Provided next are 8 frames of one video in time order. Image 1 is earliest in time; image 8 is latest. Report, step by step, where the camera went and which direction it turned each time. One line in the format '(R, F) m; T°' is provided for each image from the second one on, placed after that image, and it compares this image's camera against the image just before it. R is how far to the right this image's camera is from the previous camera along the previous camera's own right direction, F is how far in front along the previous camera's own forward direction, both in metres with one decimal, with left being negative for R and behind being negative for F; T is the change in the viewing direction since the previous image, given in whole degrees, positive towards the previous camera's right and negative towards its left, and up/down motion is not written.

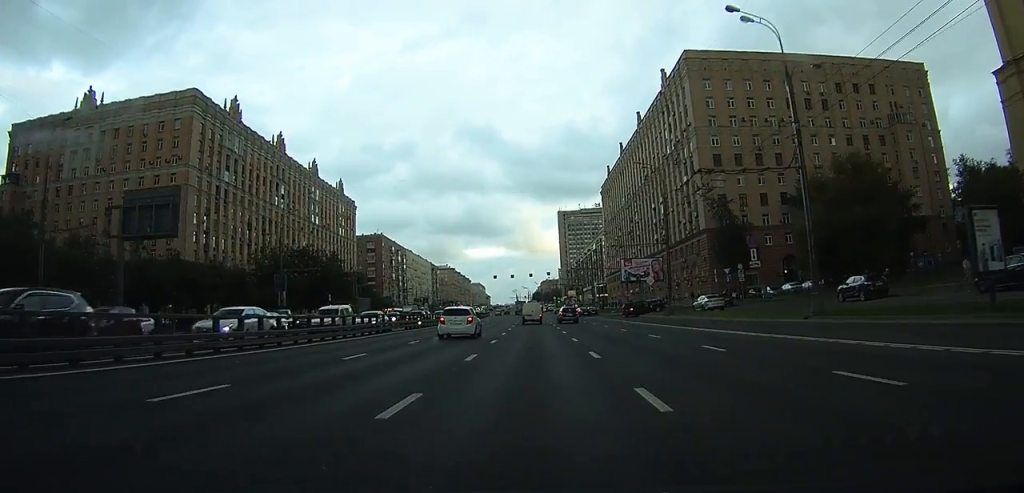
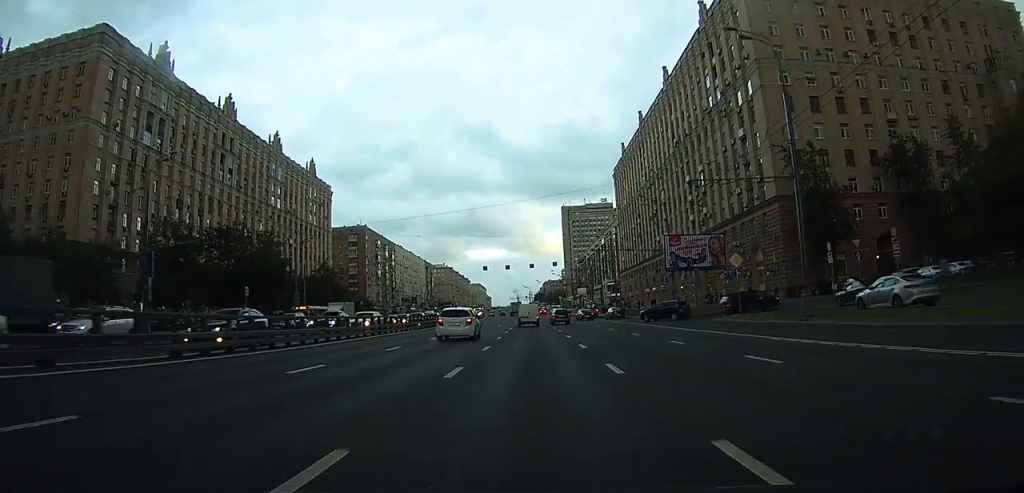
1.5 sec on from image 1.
(-0.1, +27.7) m; 0°
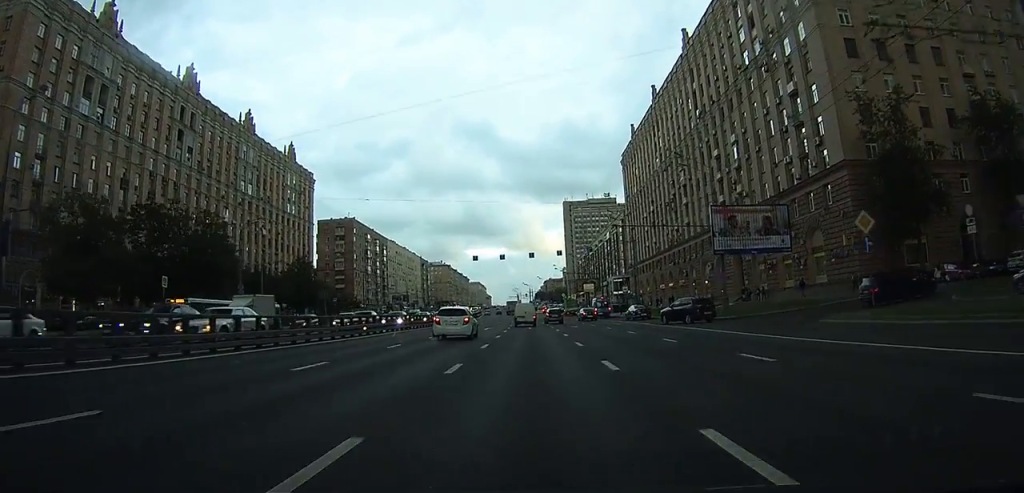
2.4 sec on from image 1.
(0.0, +15.6) m; 0°
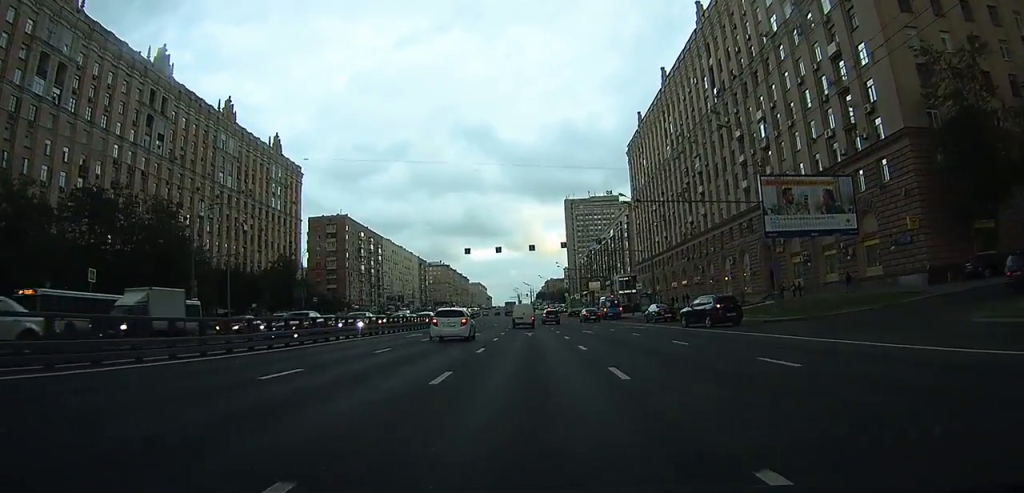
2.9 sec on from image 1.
(0.0, +9.6) m; 0°
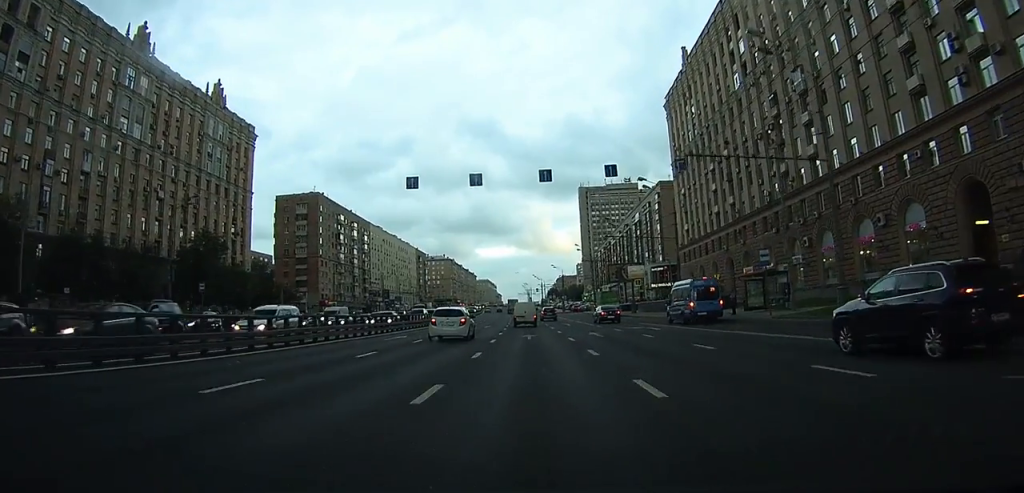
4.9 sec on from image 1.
(-0.1, +34.6) m; 0°
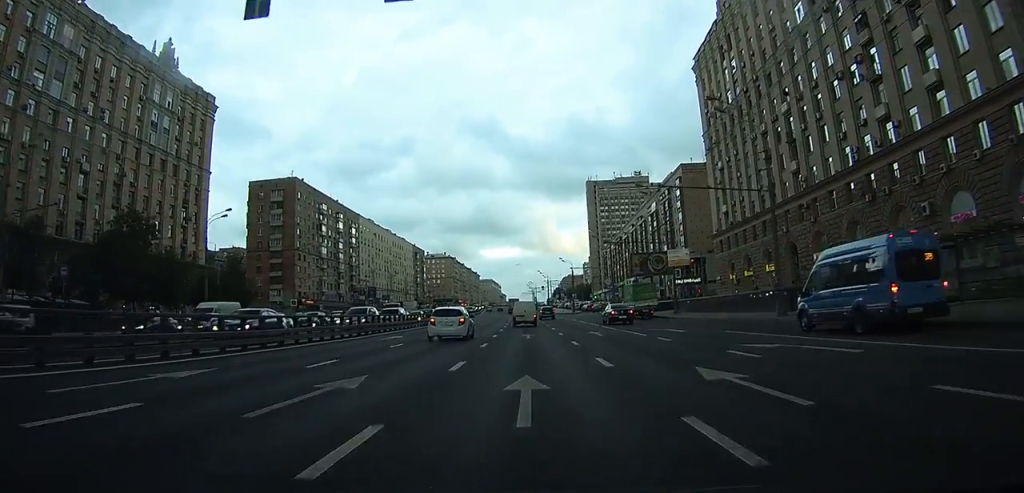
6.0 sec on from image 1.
(0.0, +19.7) m; -1°
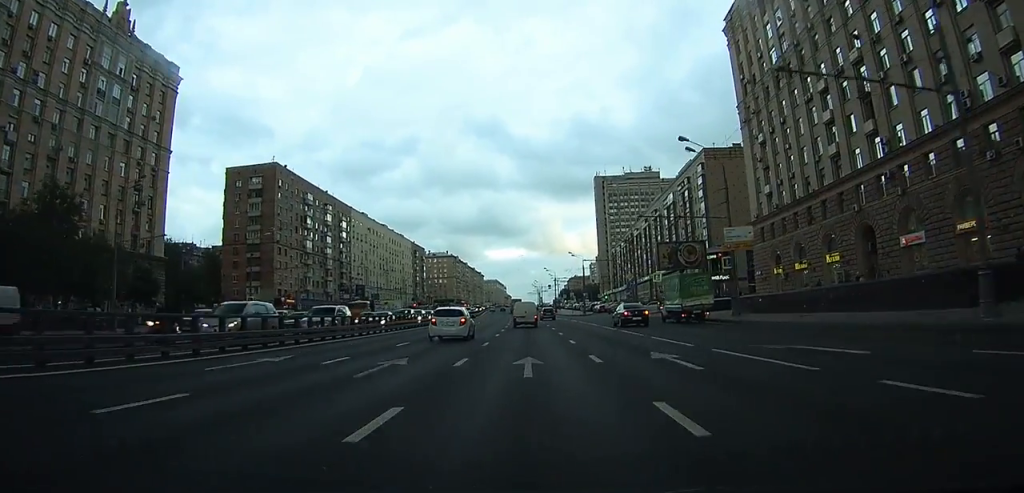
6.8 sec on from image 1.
(-0.2, +14.9) m; -1°
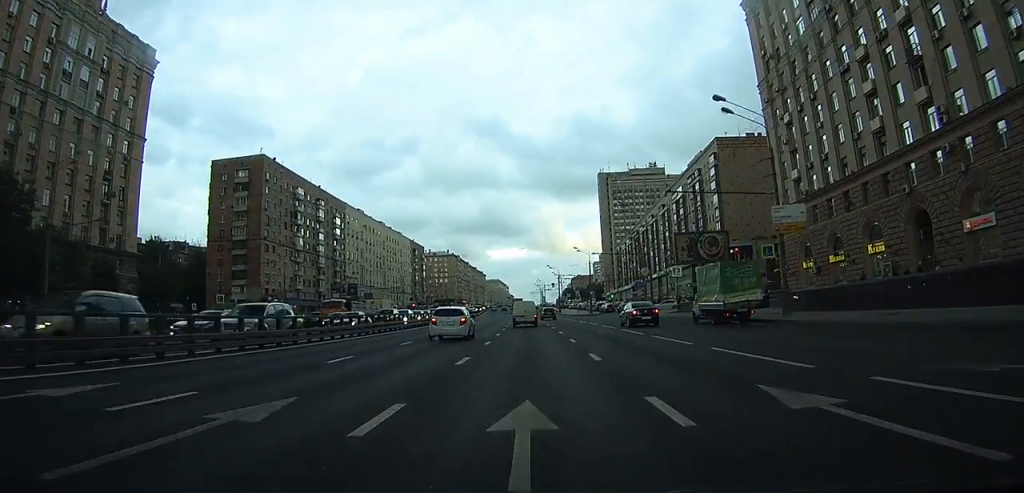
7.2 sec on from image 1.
(-0.1, +7.8) m; 0°
